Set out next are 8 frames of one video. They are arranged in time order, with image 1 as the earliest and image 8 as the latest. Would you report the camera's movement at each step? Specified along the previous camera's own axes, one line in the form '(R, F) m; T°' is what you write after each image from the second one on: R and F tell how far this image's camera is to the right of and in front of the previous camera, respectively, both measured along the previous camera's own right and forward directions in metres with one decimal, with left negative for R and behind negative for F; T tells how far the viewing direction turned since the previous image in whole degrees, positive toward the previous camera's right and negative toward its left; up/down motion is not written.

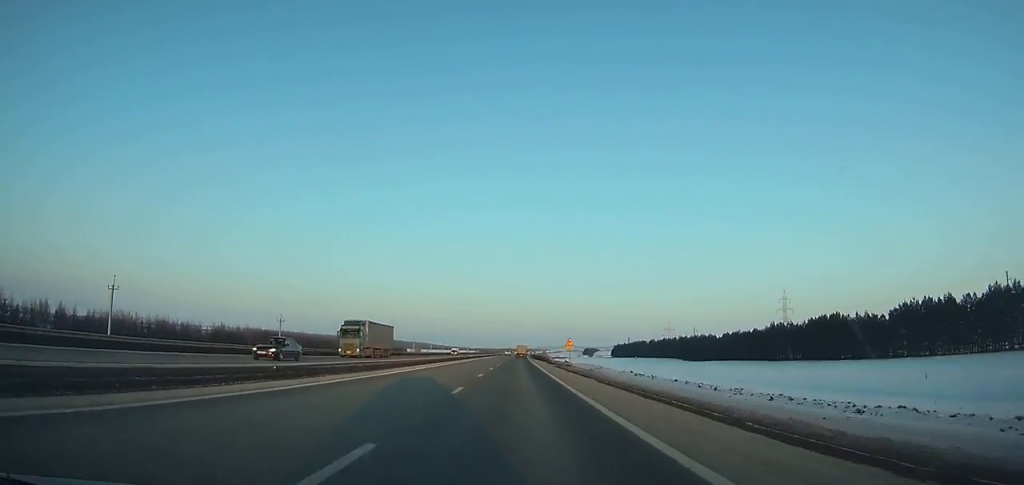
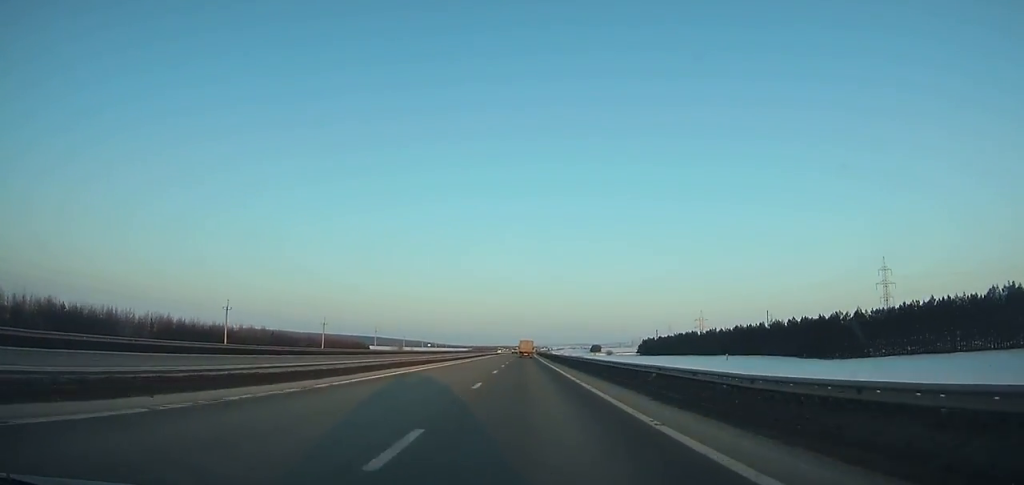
(+0.1, +118.0) m; 0°
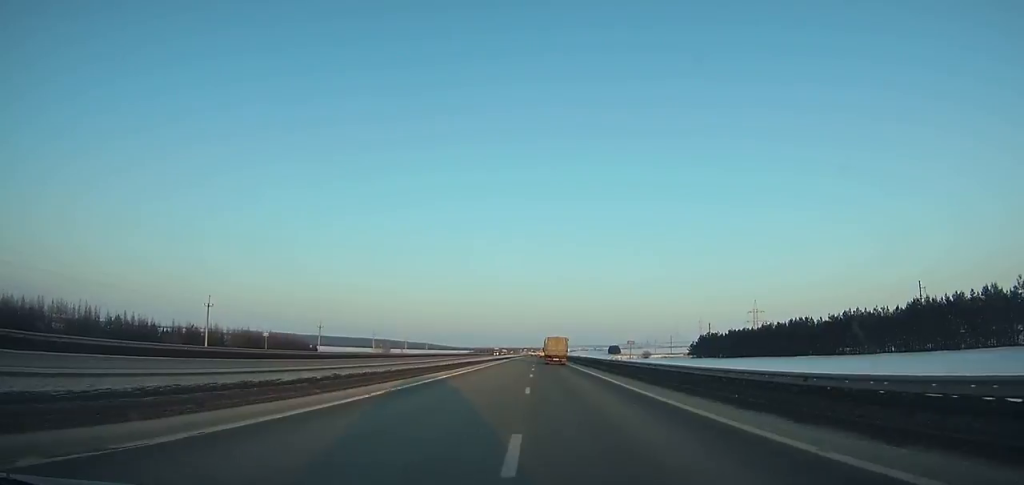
(-0.1, +108.5) m; 0°
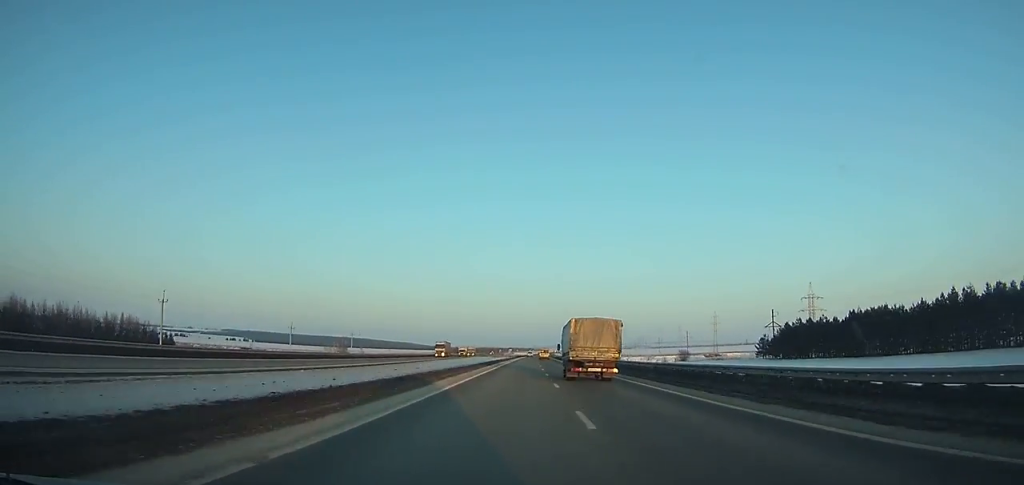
(+1.1, +105.0) m; +1°
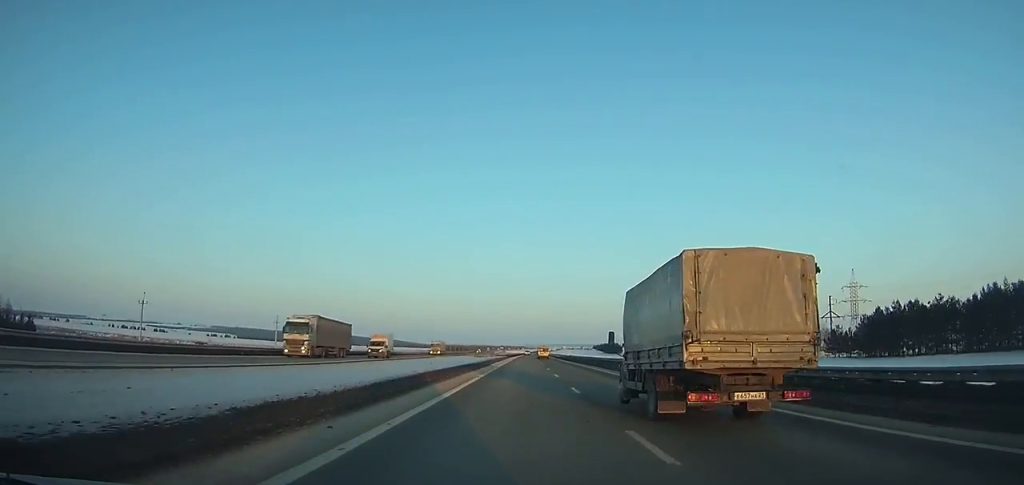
(+0.2, +51.7) m; +1°
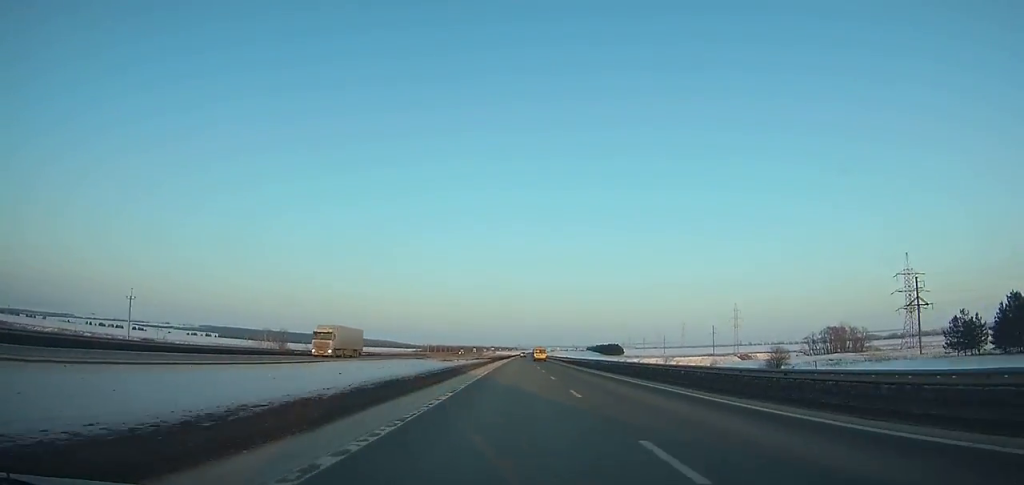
(+0.4, +49.3) m; 0°
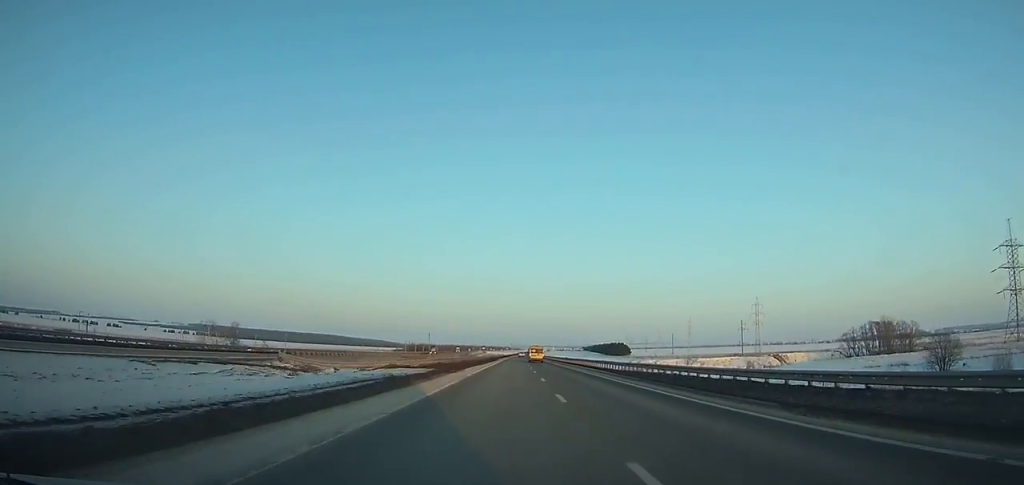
(+0.4, +60.6) m; 0°
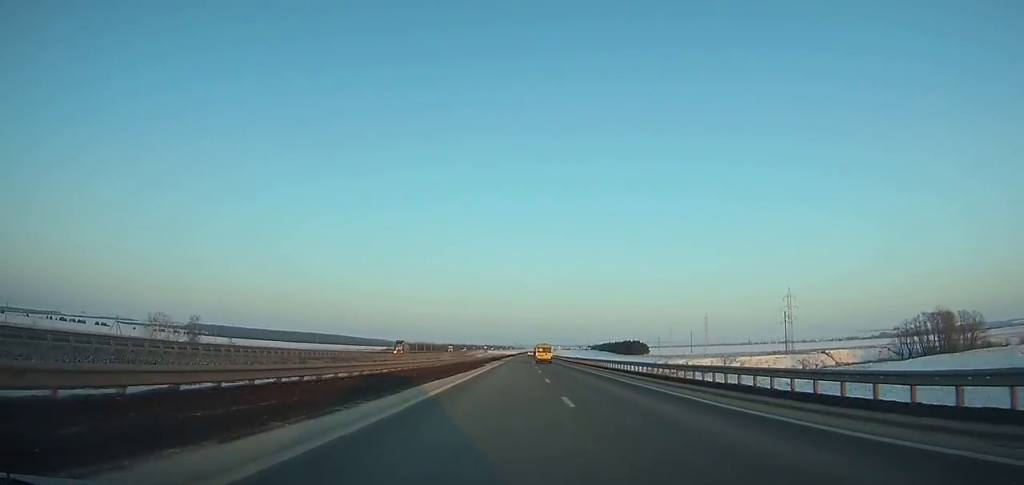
(+0.1, +49.9) m; 0°
